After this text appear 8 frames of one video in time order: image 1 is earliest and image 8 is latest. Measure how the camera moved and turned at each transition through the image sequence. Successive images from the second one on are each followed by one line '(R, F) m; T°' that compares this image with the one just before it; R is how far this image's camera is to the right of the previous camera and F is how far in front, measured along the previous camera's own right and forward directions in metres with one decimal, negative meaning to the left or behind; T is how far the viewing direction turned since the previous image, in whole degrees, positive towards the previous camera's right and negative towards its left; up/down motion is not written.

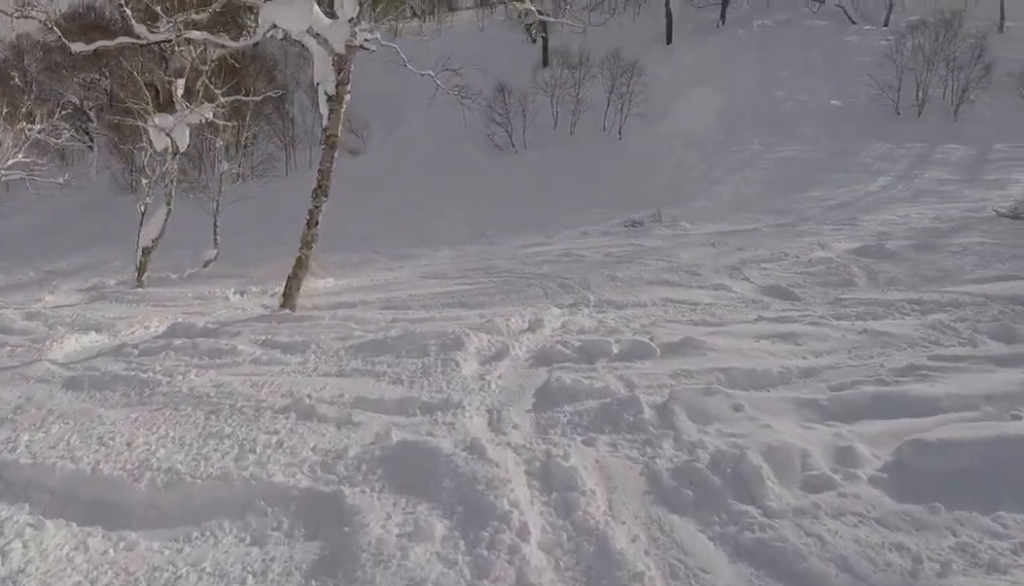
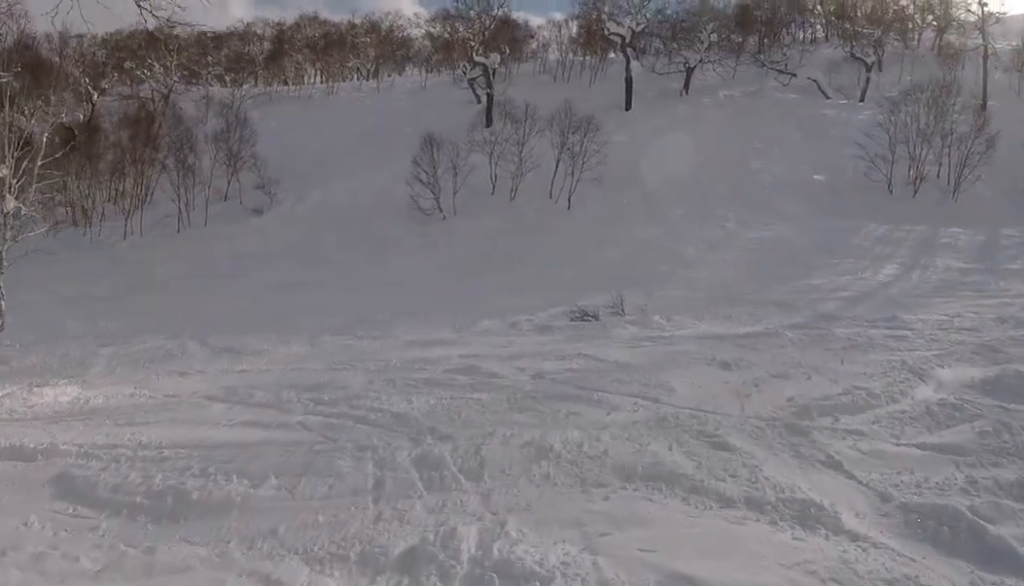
(+1.1, +7.9) m; -7°
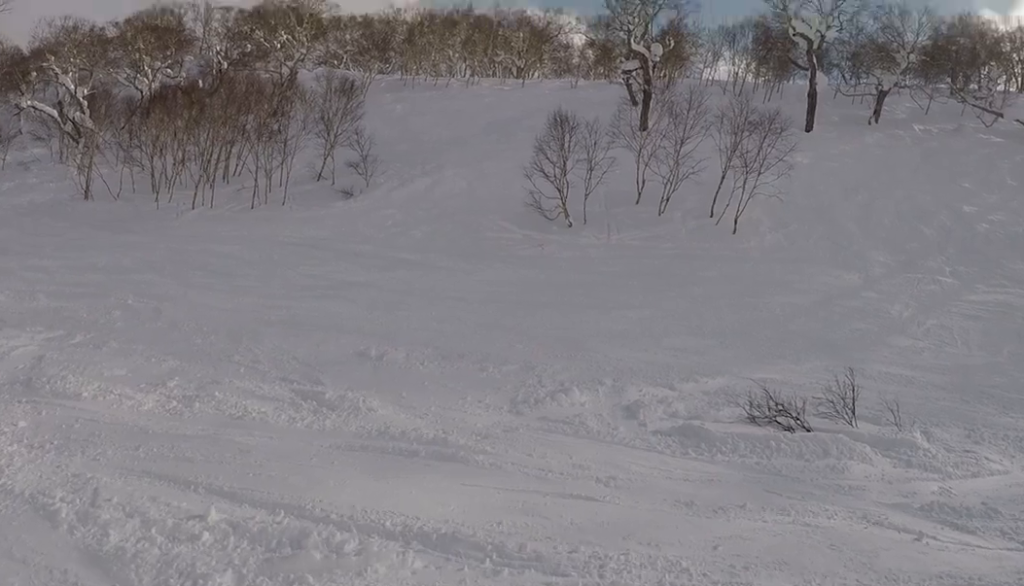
(-2.2, +8.6) m; -12°
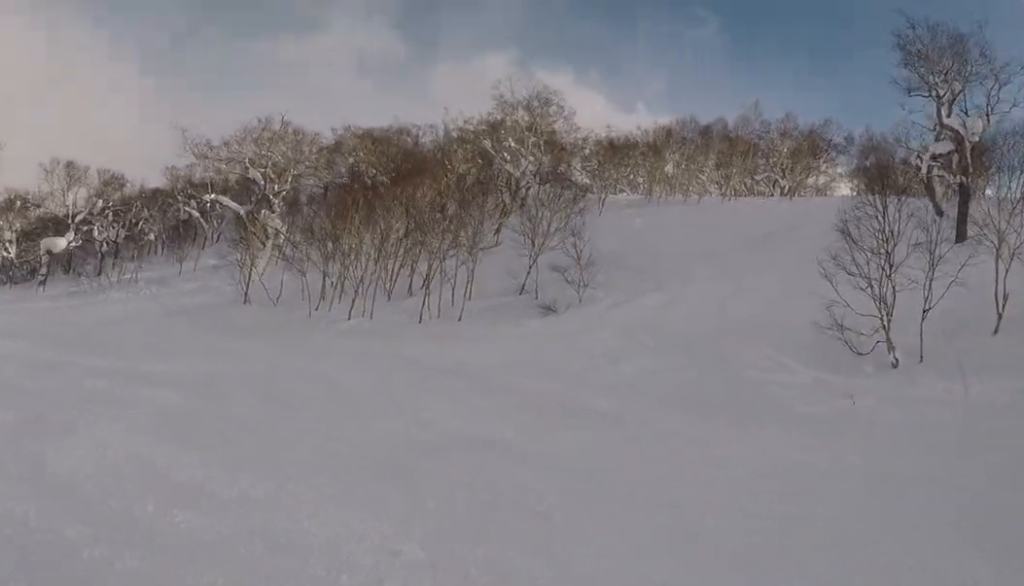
(+0.1, +12.0) m; -8°
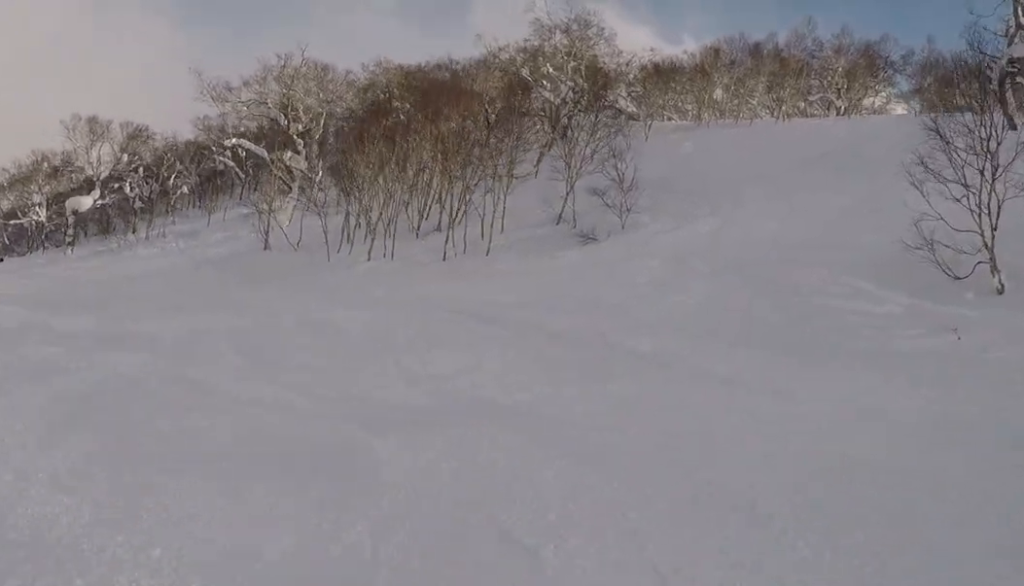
(-0.1, +3.1) m; -8°
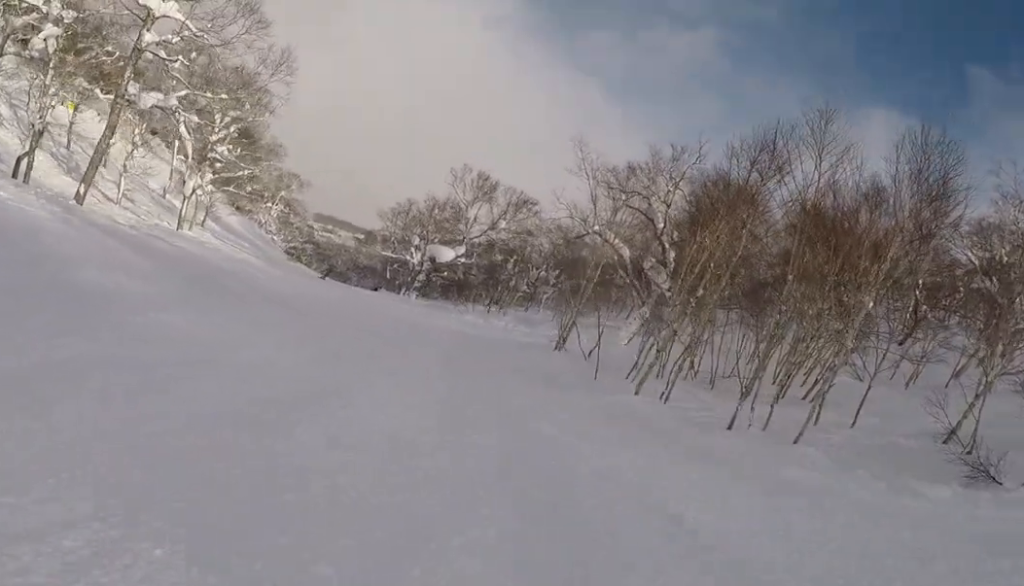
(-2.9, +9.1) m; -42°
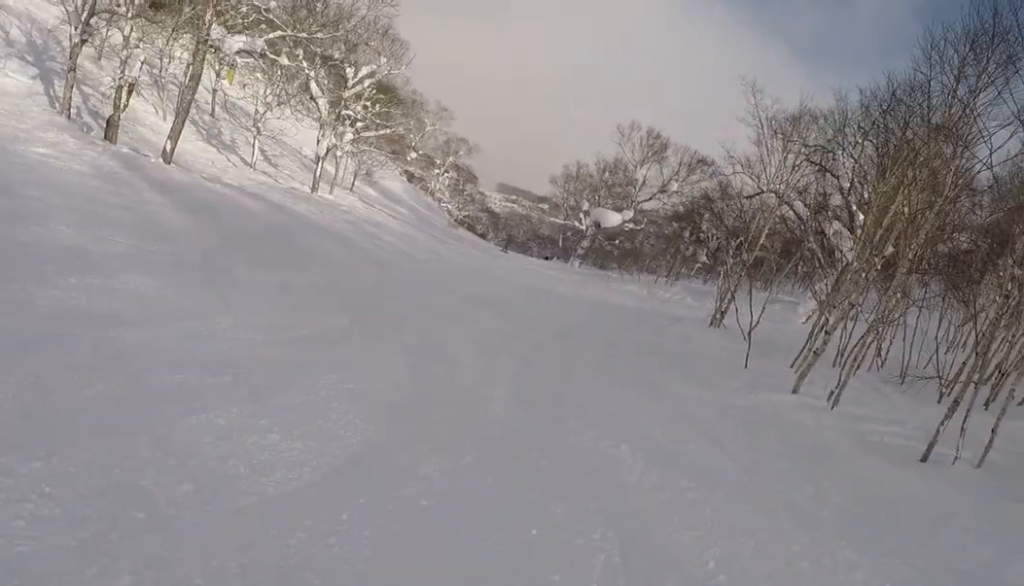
(-1.2, +5.2) m; -17°
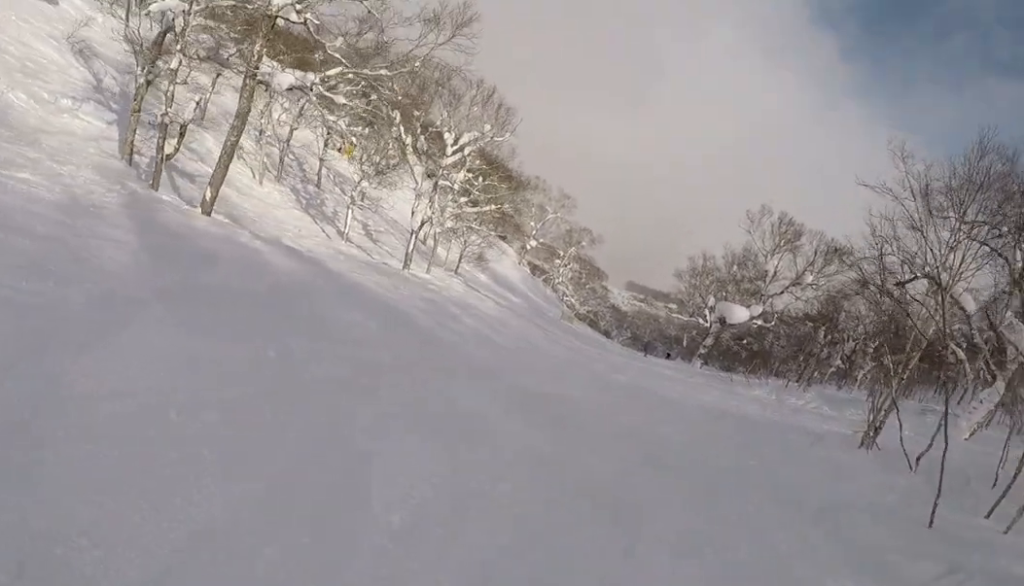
(-0.7, +5.7) m; -10°
